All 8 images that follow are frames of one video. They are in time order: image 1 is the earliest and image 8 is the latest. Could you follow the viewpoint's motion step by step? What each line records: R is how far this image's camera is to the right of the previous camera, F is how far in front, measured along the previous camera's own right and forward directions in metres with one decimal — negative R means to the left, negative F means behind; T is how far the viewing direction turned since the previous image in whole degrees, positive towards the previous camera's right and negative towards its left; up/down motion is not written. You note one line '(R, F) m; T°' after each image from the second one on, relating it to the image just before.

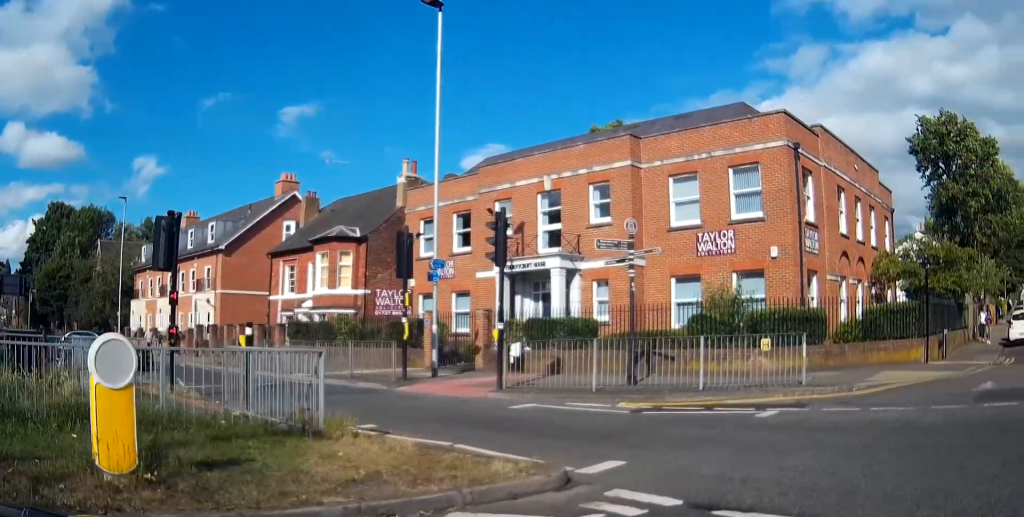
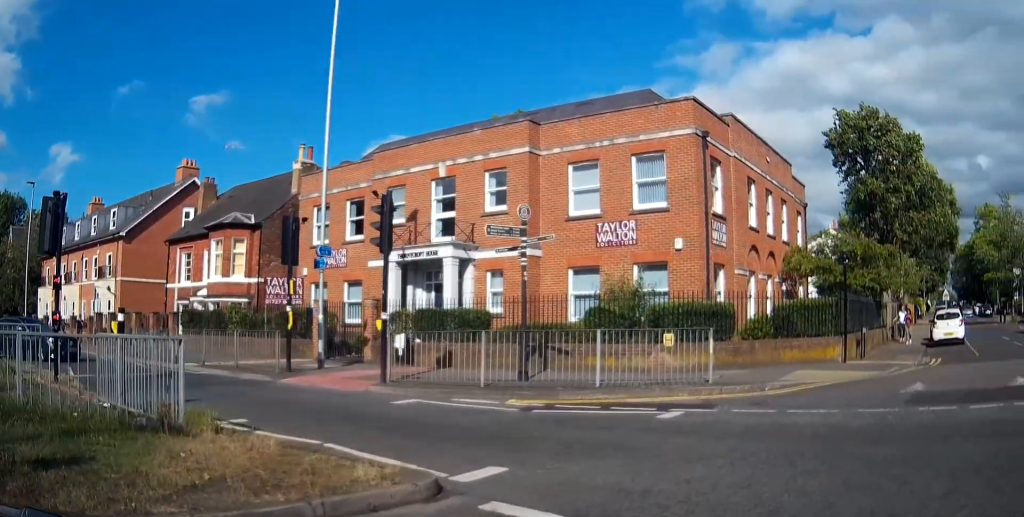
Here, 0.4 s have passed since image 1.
(+0.2, +0.9) m; +11°
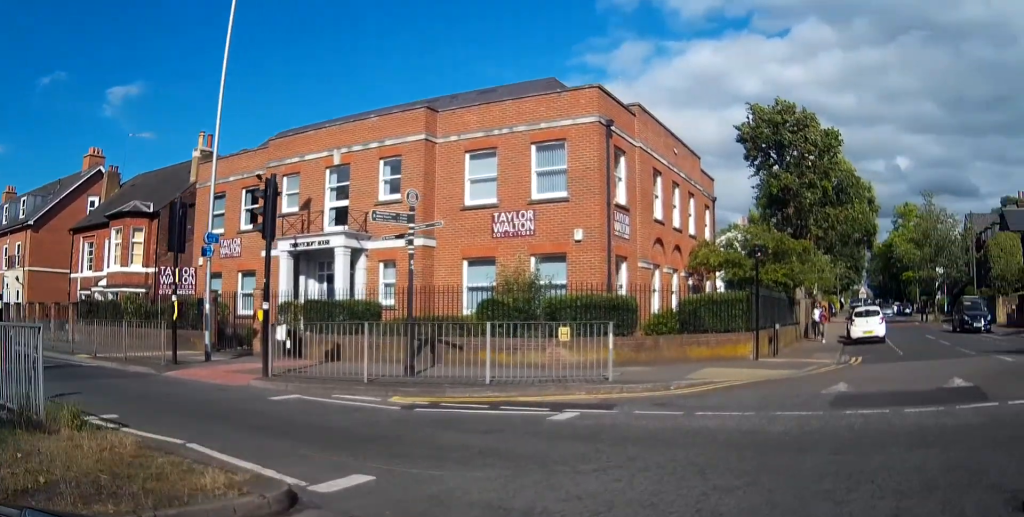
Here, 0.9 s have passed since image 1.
(+0.1, +1.0) m; +13°
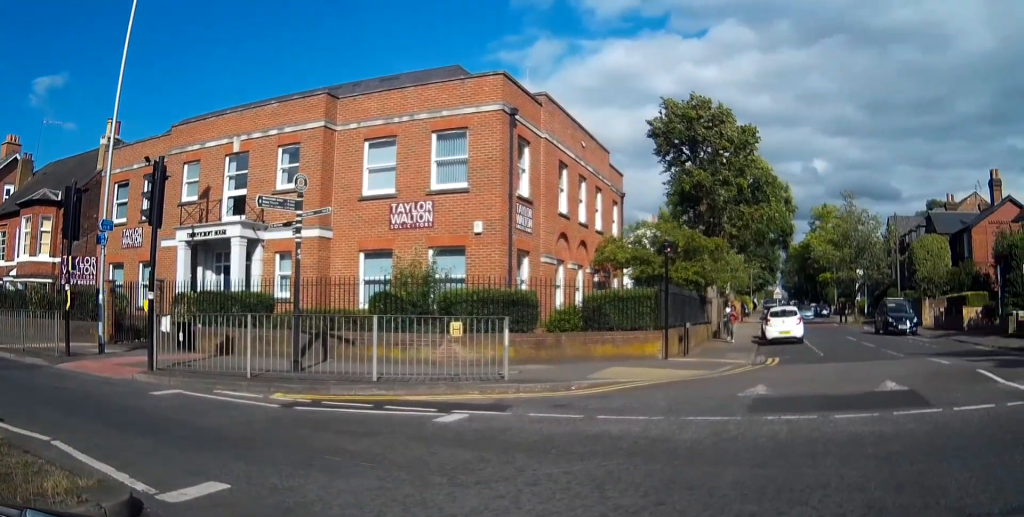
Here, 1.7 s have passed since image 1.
(+0.2, +1.1) m; +2°
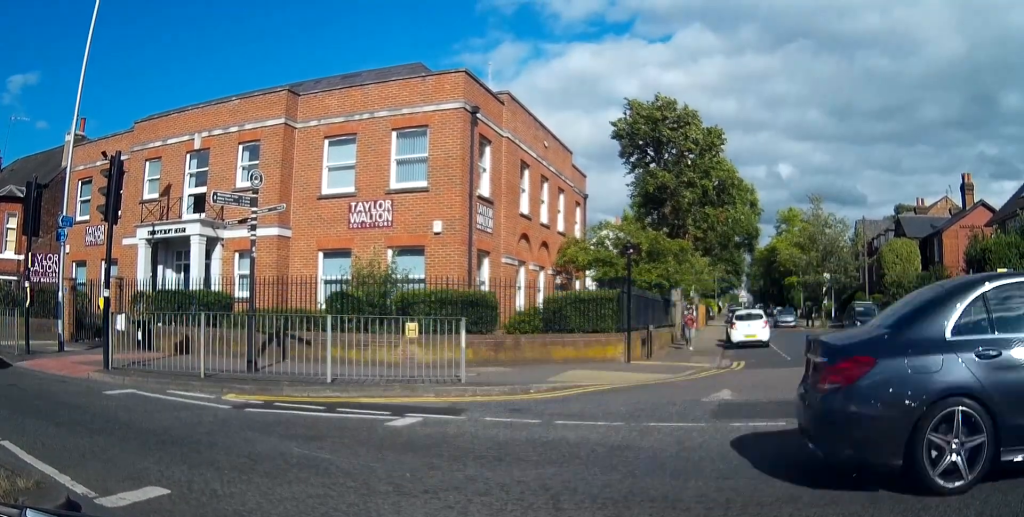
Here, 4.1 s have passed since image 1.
(+0.3, +1.6) m; 0°
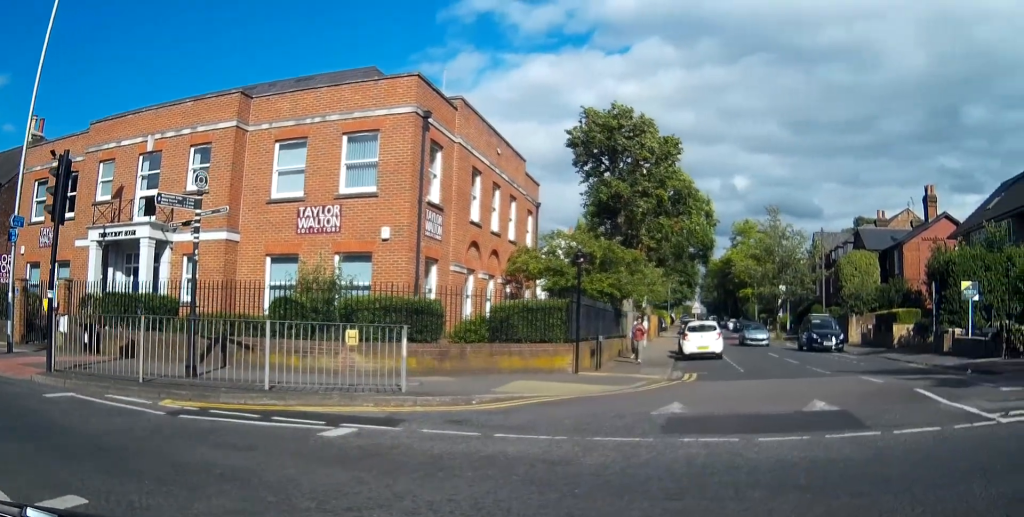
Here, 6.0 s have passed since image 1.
(+0.2, +0.9) m; 0°
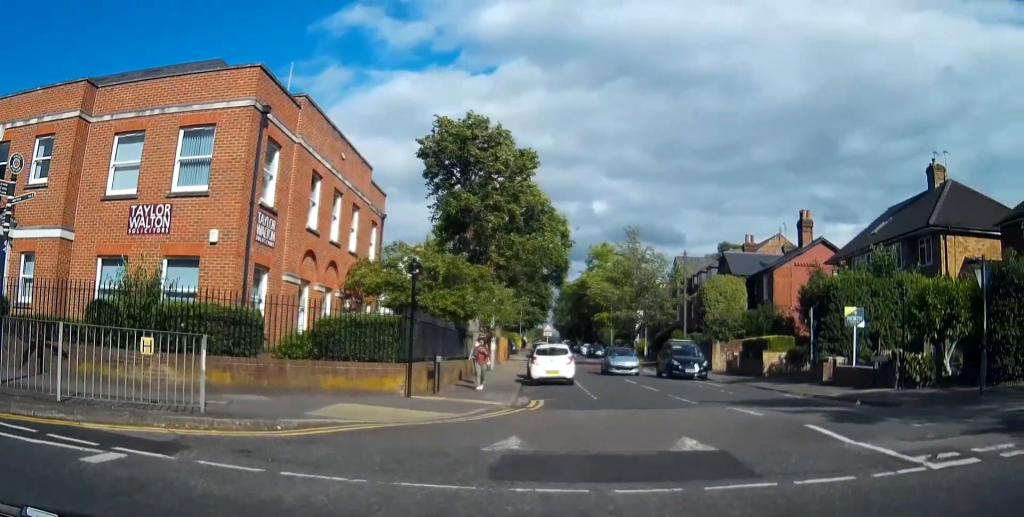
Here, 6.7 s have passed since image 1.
(+0.2, +0.9) m; +7°
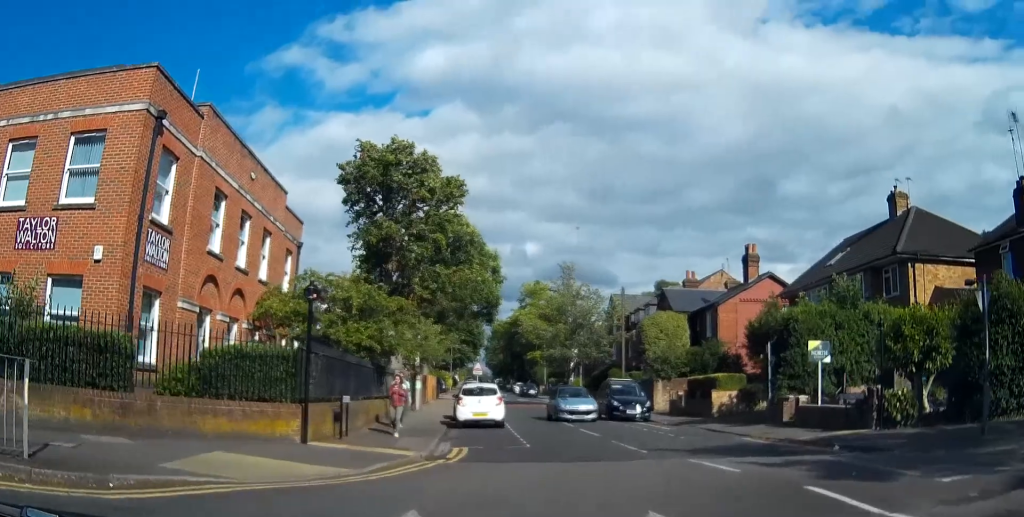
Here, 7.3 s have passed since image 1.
(+0.1, +1.5) m; +3°
